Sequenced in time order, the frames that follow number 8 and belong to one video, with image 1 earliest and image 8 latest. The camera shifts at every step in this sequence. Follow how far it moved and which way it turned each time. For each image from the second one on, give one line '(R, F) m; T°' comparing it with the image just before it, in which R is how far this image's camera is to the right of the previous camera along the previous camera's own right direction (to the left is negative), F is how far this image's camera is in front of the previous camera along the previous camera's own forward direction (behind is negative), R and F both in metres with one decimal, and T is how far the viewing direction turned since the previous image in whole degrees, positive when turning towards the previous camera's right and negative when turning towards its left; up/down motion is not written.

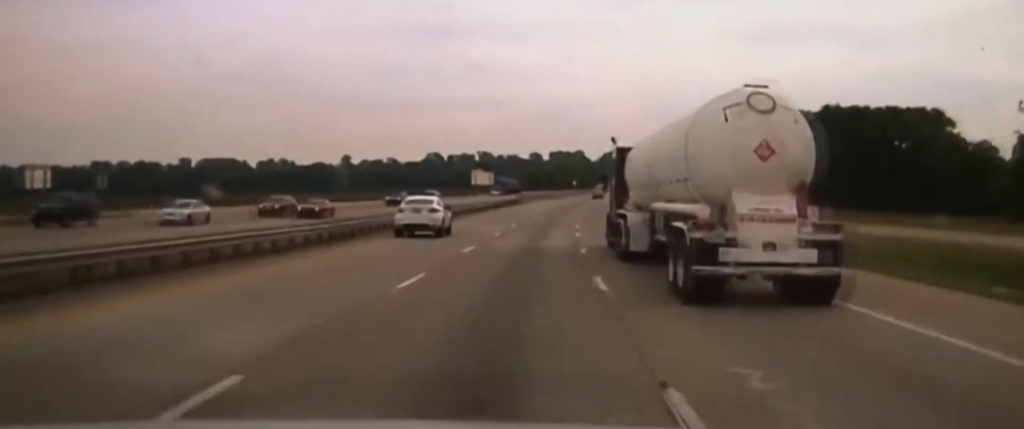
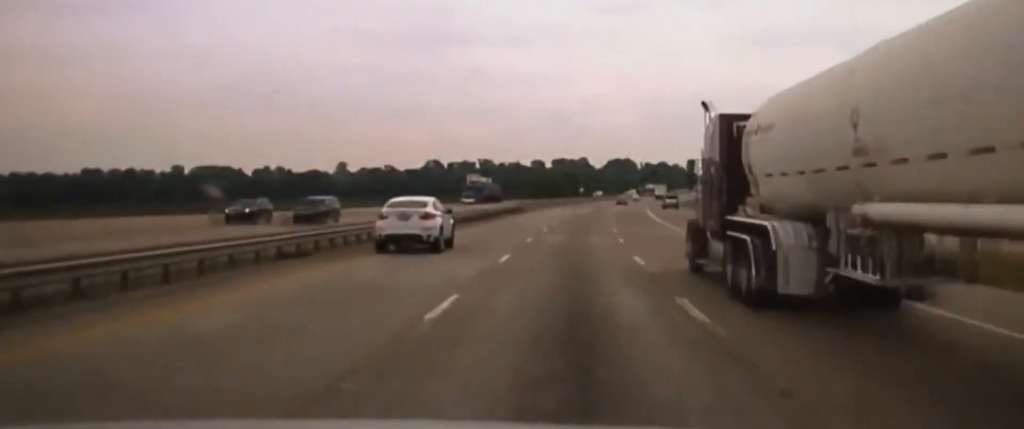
(0.0, +29.9) m; 0°
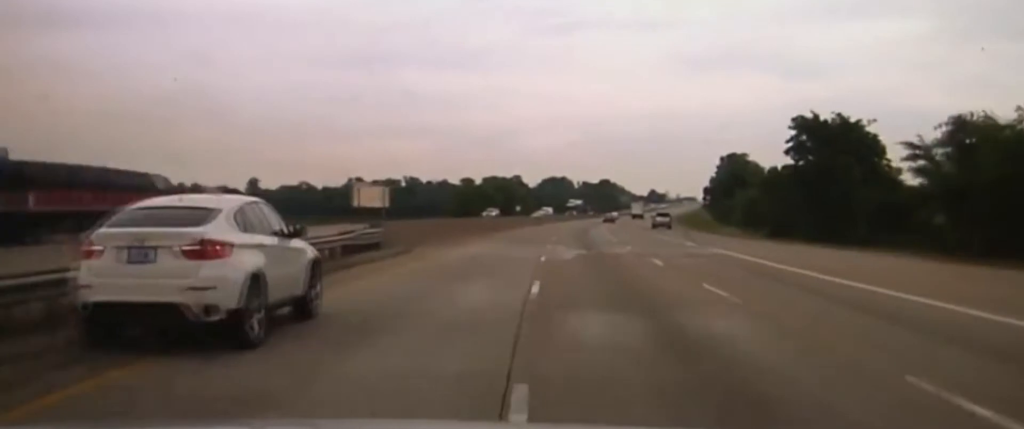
(+0.3, +67.4) m; +4°
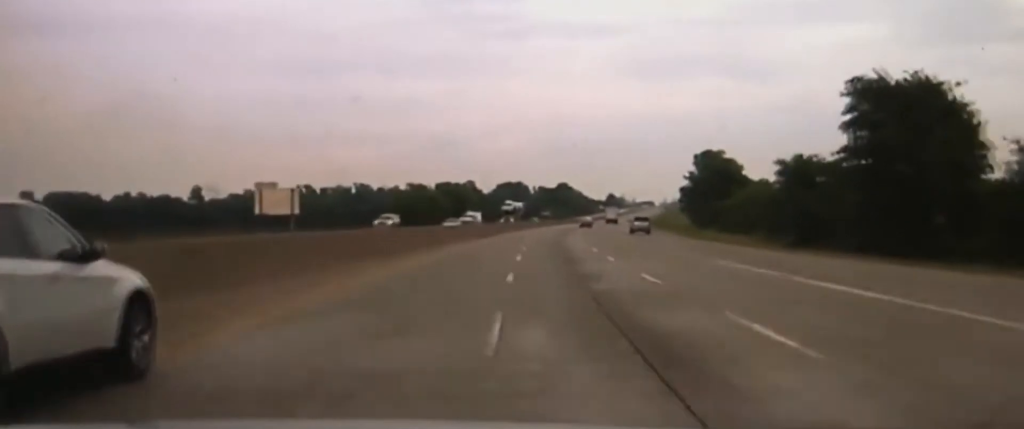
(+1.9, +29.7) m; +4°
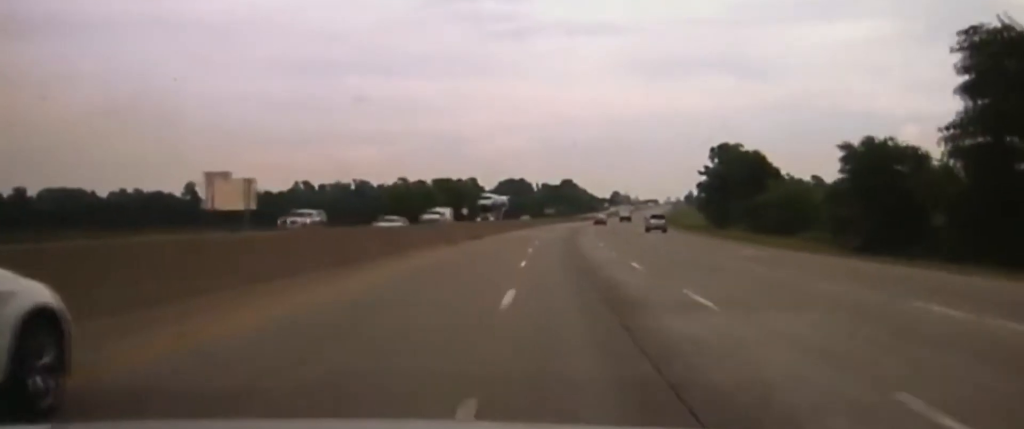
(+0.2, +19.5) m; +1°
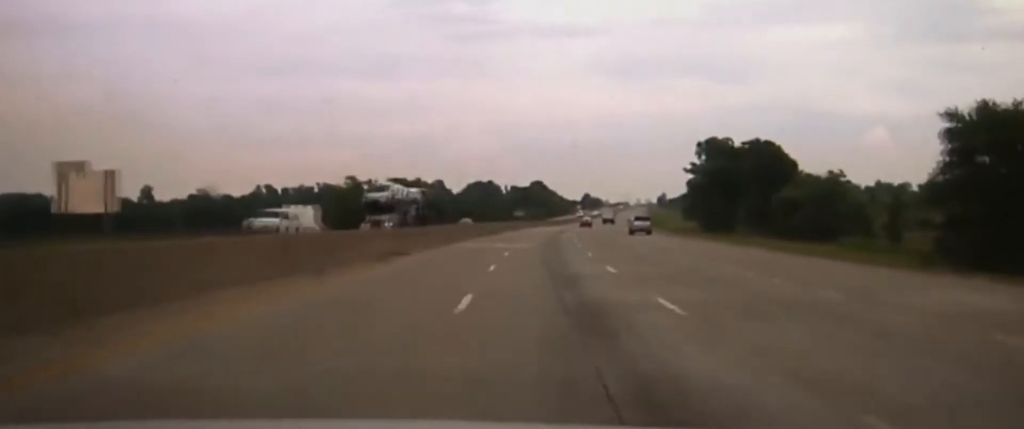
(+0.1, +24.7) m; +1°
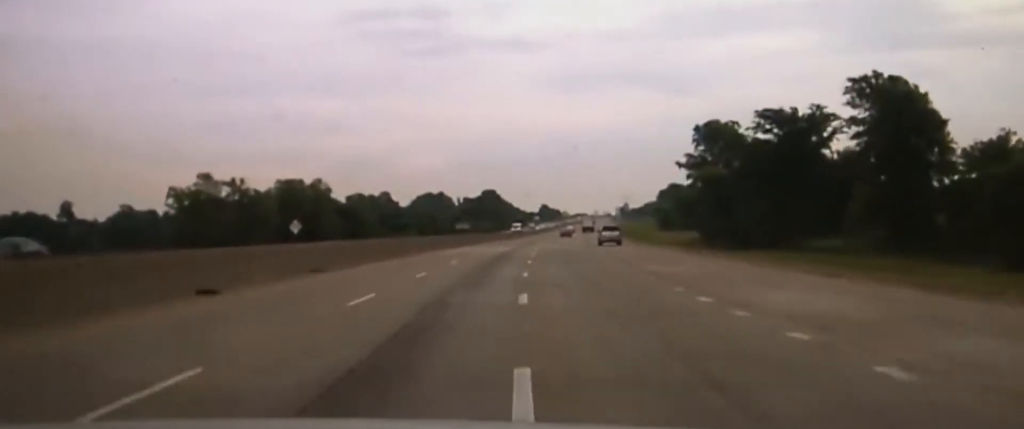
(+2.4, +56.9) m; +4°
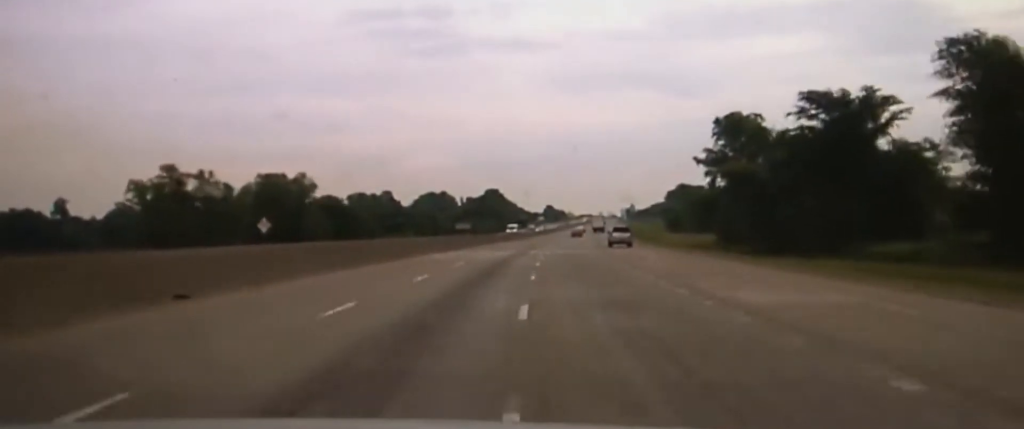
(0.0, +13.2) m; 0°
